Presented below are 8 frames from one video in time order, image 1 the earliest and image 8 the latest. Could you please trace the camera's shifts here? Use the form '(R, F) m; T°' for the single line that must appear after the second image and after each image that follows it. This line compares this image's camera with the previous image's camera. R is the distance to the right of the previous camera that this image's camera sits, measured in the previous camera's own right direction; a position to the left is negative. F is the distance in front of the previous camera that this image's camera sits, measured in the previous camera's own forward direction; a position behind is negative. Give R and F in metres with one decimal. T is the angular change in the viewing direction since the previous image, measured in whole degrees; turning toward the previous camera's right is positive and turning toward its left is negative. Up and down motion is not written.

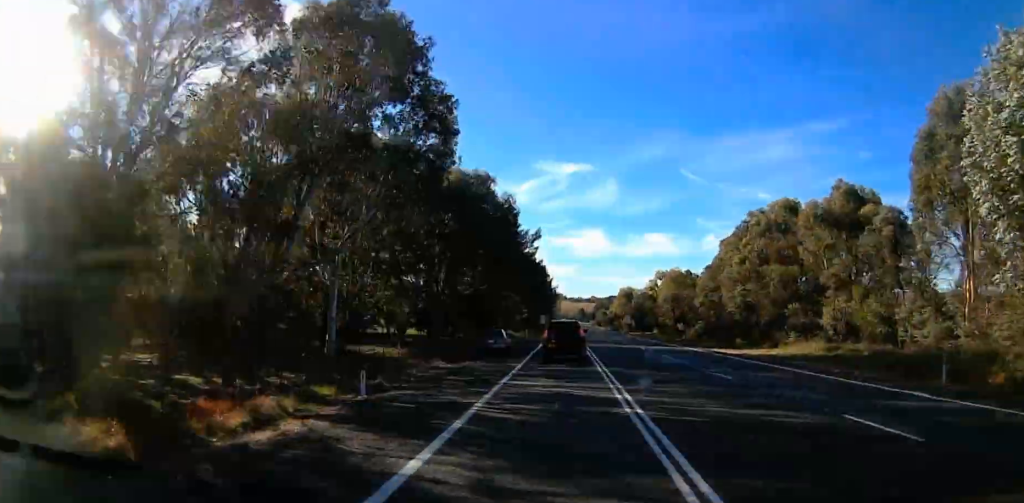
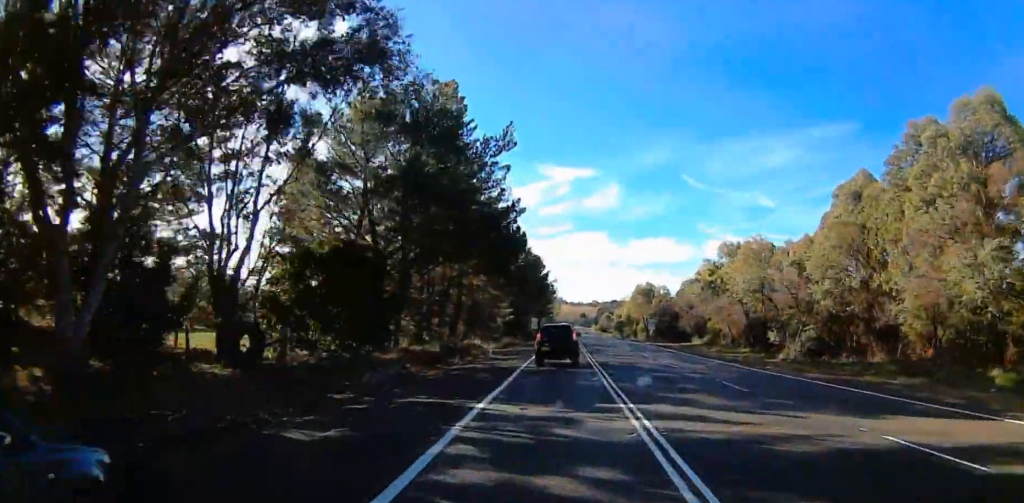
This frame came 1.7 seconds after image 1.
(+0.5, +46.1) m; +1°
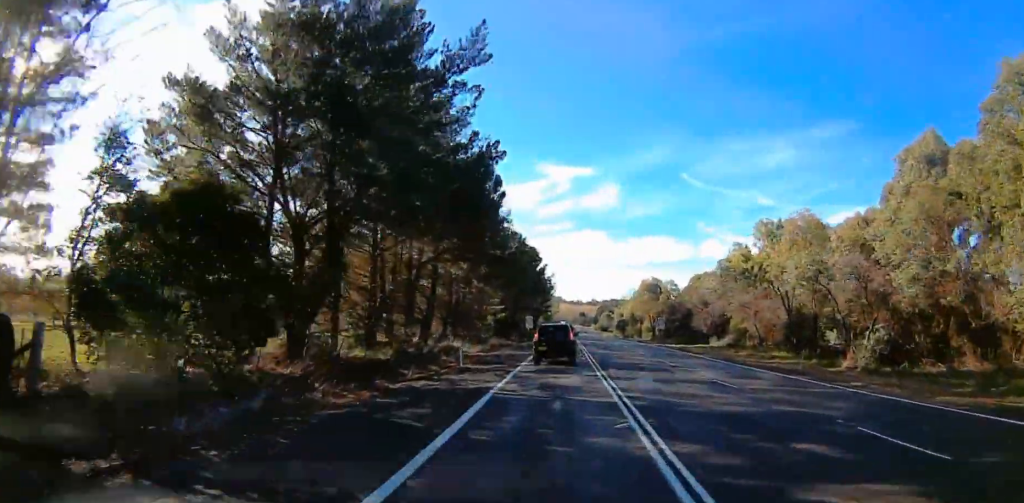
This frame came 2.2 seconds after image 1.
(0.0, +13.1) m; 0°
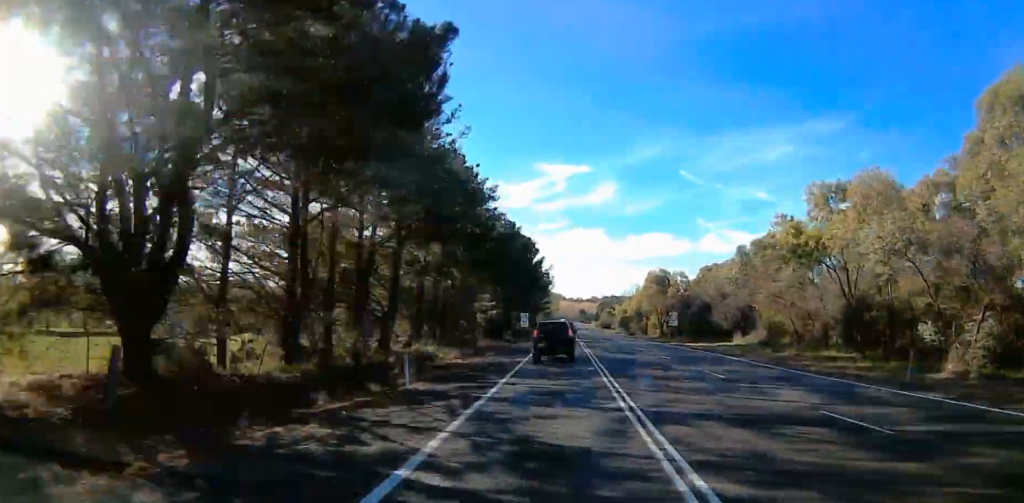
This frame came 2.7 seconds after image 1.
(0.0, +12.3) m; 0°
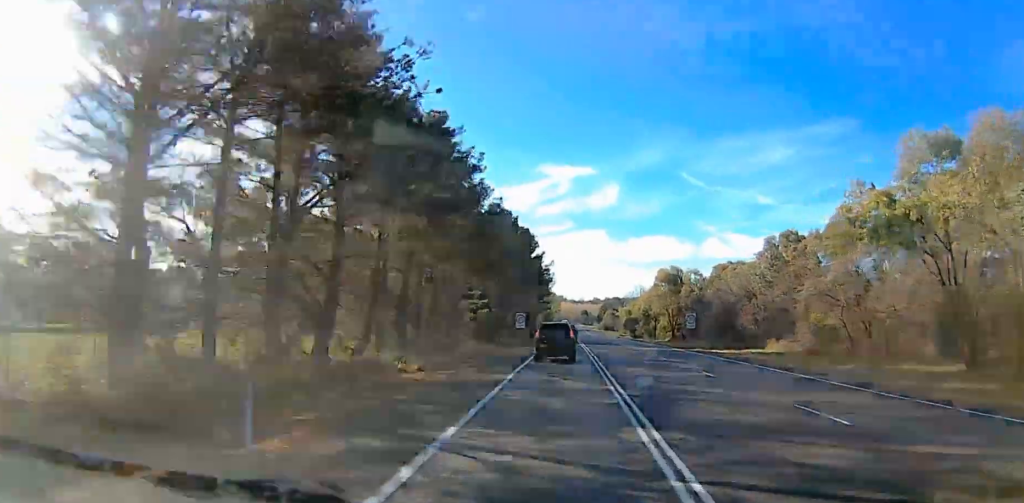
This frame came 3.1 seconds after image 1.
(0.0, +11.0) m; 0°
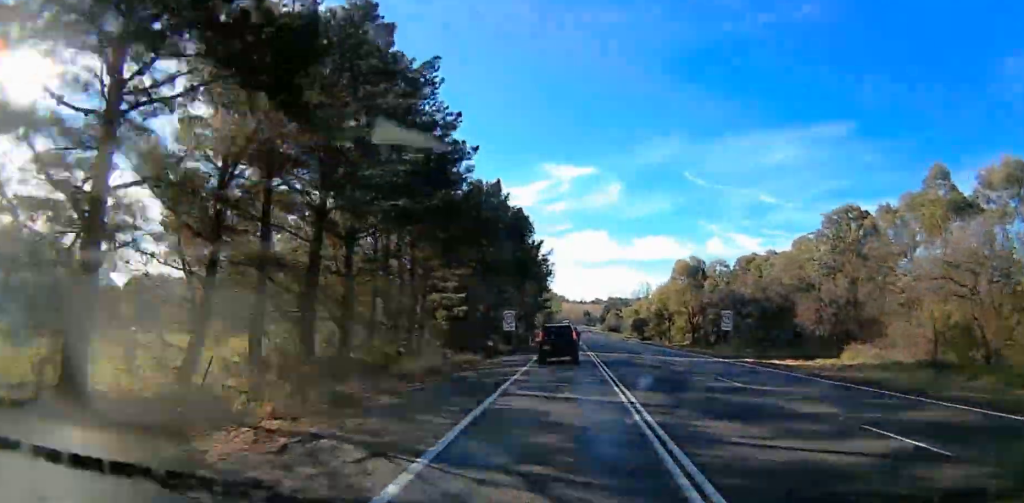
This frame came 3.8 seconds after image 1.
(0.0, +15.9) m; 0°
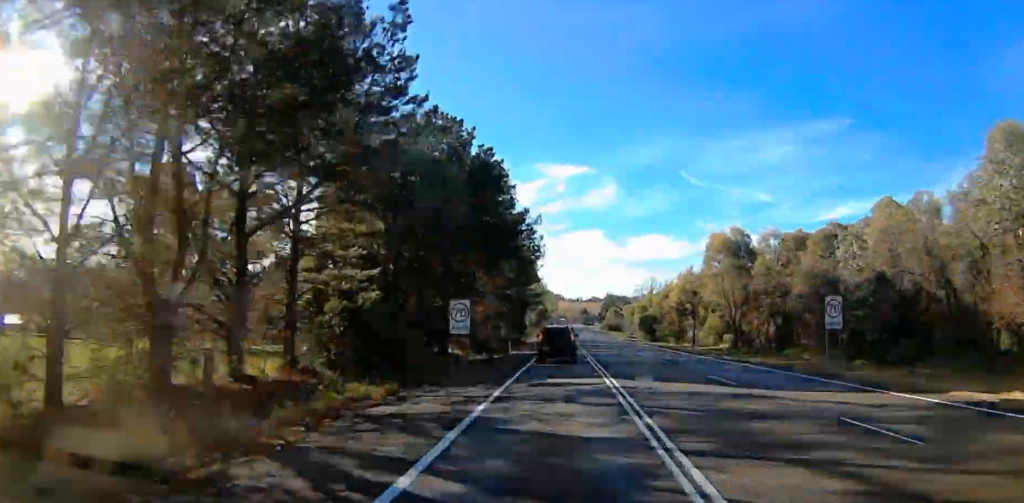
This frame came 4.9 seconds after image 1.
(0.0, +21.1) m; 0°
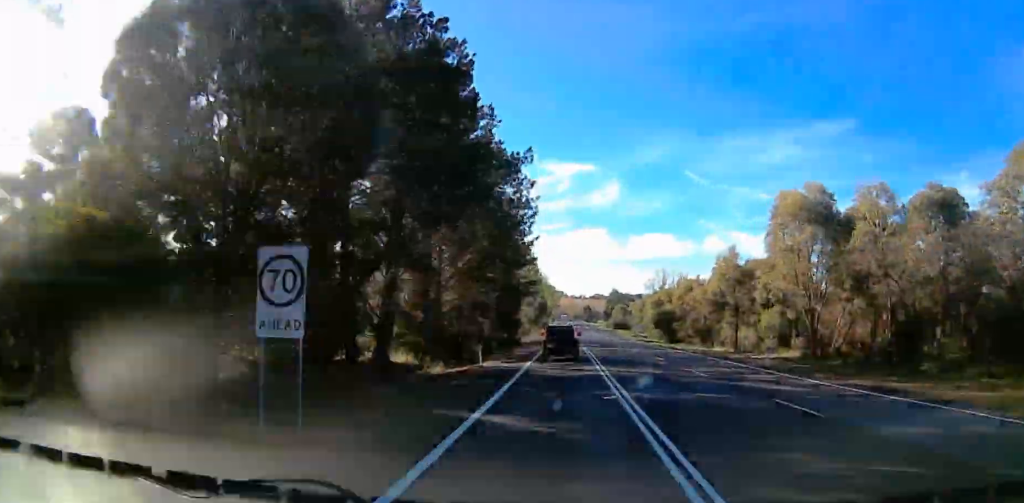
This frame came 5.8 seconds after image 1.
(0.0, +16.4) m; -1°
